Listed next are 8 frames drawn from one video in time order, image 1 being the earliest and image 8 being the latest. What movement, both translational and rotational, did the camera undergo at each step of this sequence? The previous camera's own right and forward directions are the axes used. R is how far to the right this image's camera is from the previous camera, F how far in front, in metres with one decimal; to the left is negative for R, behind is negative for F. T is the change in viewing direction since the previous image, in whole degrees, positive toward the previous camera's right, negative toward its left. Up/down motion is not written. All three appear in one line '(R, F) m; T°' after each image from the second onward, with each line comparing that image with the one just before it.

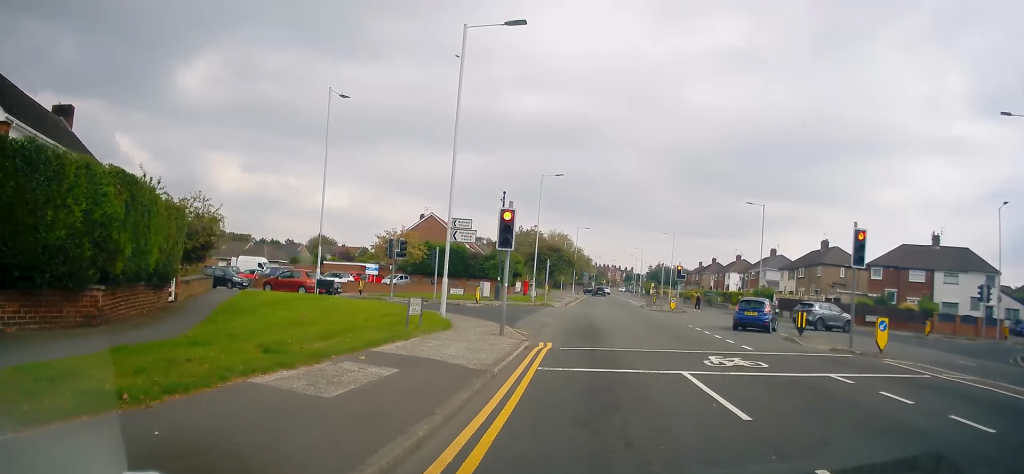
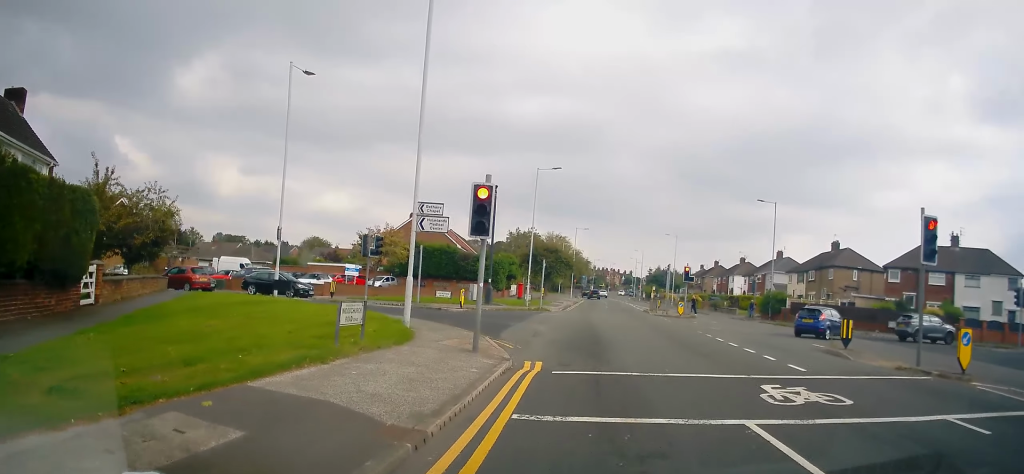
(0.0, +4.5) m; -5°
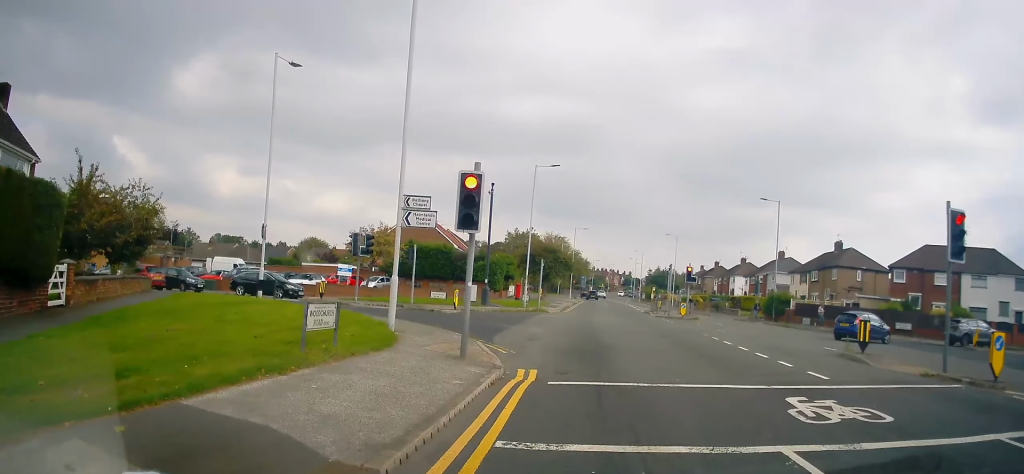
(-0.1, +1.6) m; -4°
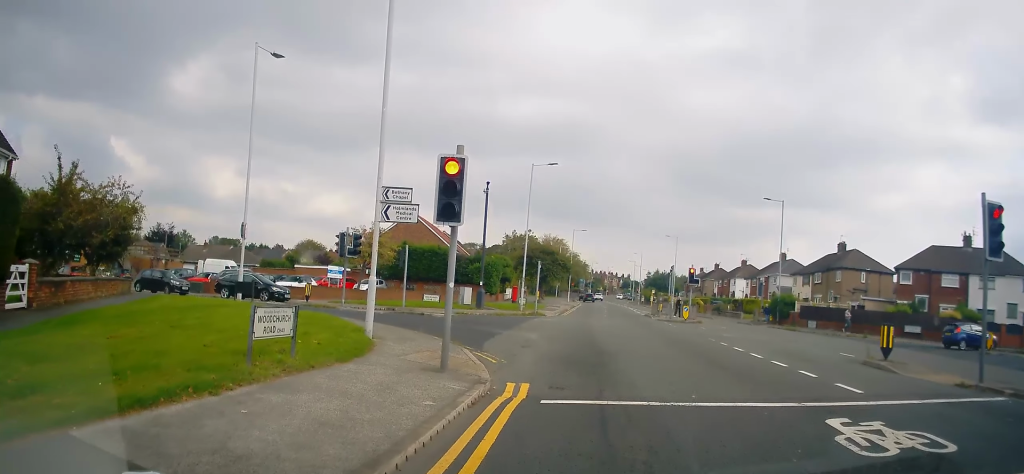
(+0.1, +1.8) m; 0°
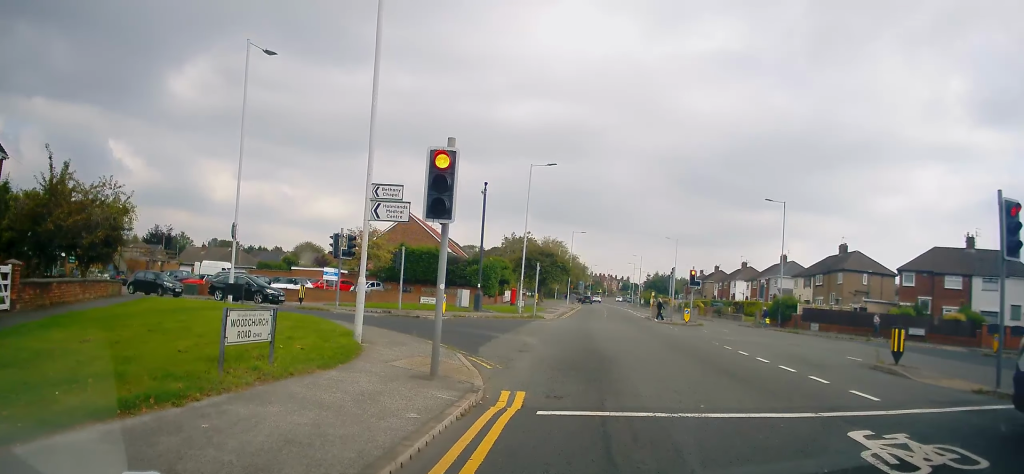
(+0.2, +0.7) m; 0°
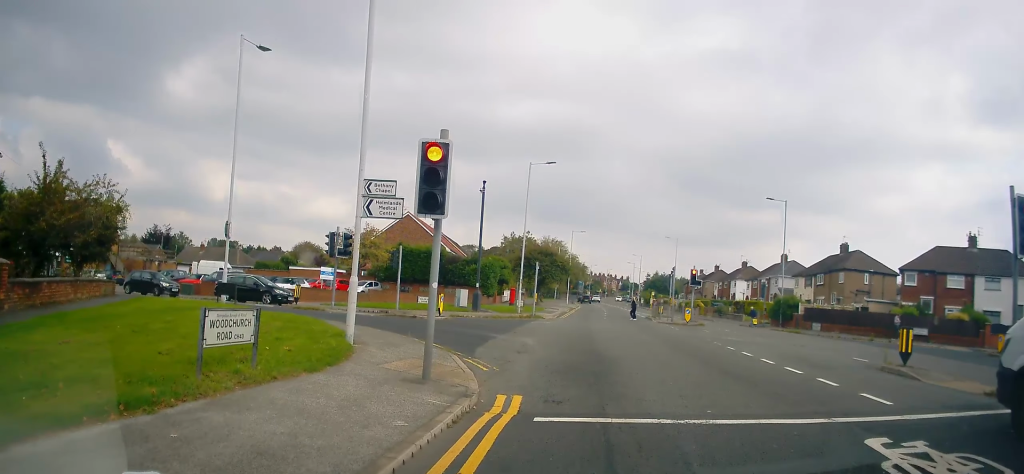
(-0.1, +0.3) m; 0°
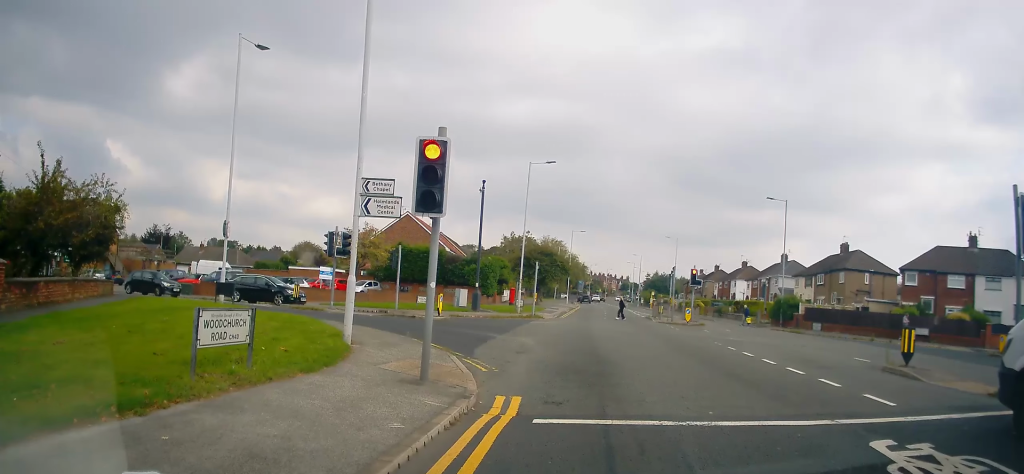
(0.0, +0.1) m; 0°
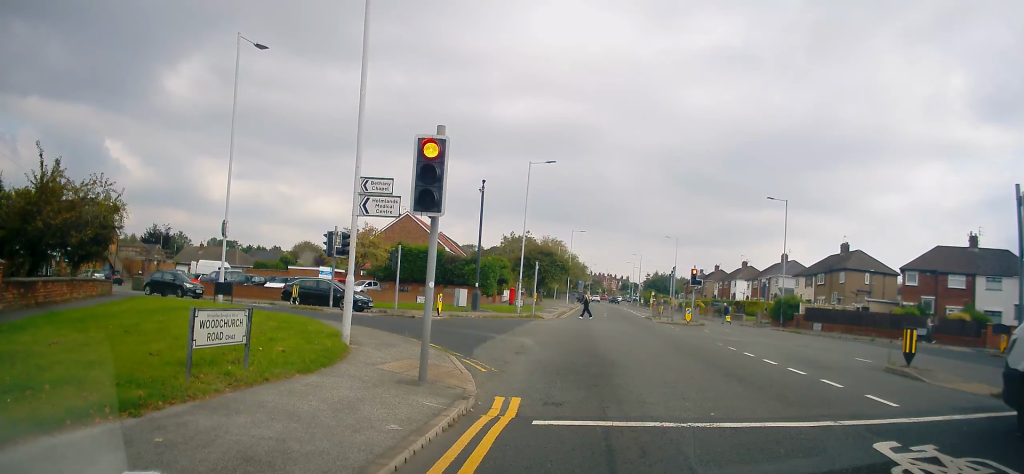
(0.0, 0.0) m; 0°
